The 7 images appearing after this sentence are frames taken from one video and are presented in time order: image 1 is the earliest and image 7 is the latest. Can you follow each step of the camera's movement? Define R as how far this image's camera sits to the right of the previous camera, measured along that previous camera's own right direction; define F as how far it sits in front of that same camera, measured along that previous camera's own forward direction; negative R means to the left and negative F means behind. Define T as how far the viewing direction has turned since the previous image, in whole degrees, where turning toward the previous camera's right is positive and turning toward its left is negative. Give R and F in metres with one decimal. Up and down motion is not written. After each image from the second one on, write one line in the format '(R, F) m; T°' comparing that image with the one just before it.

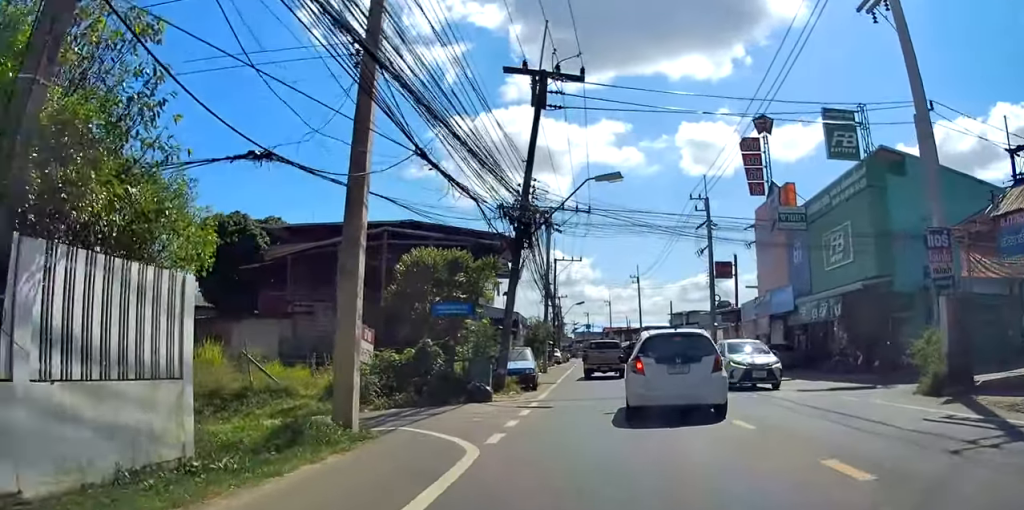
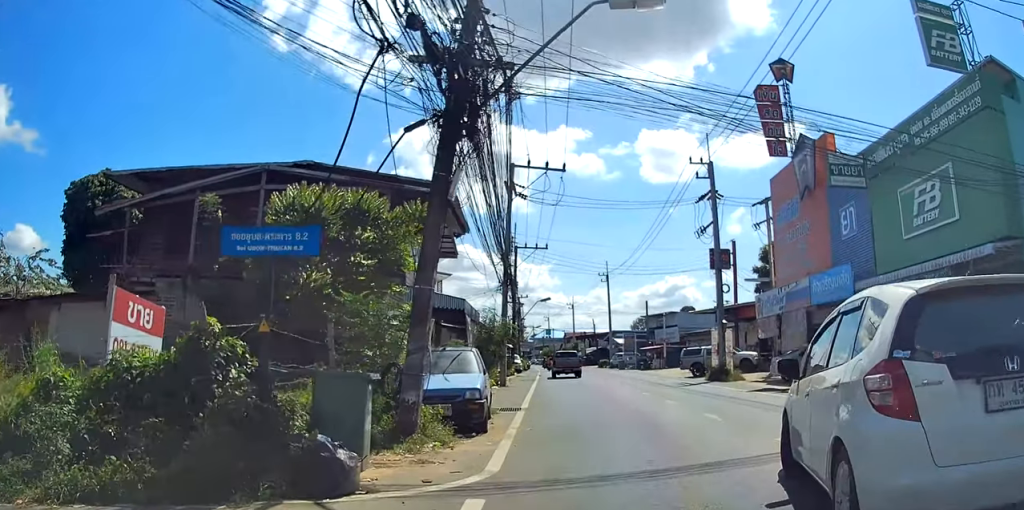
(-1.3, +10.6) m; -3°
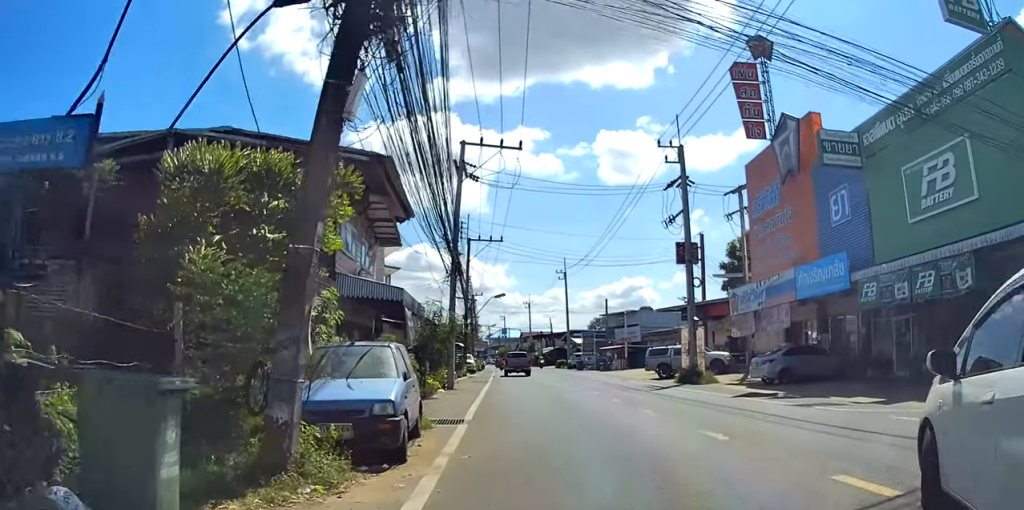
(+0.4, +3.5) m; +6°
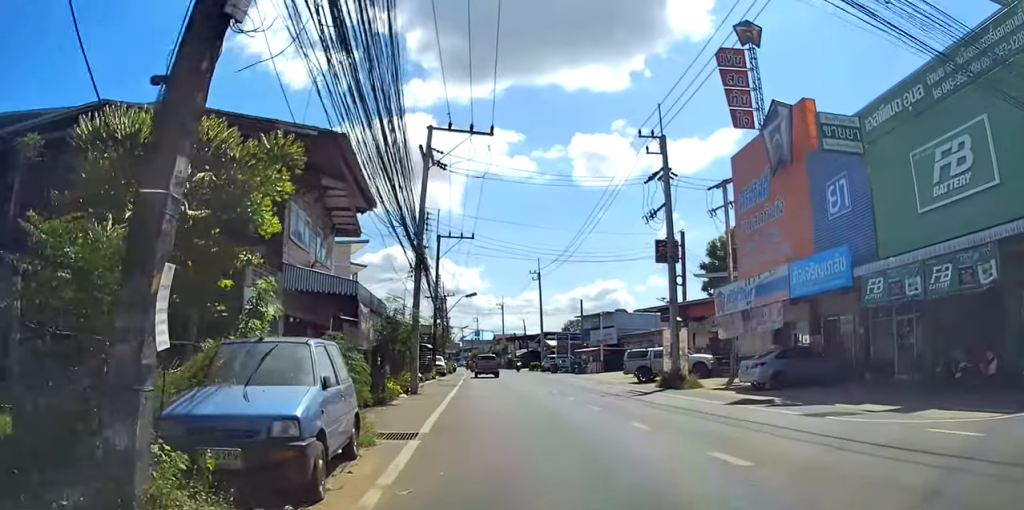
(0.0, +2.3) m; 0°
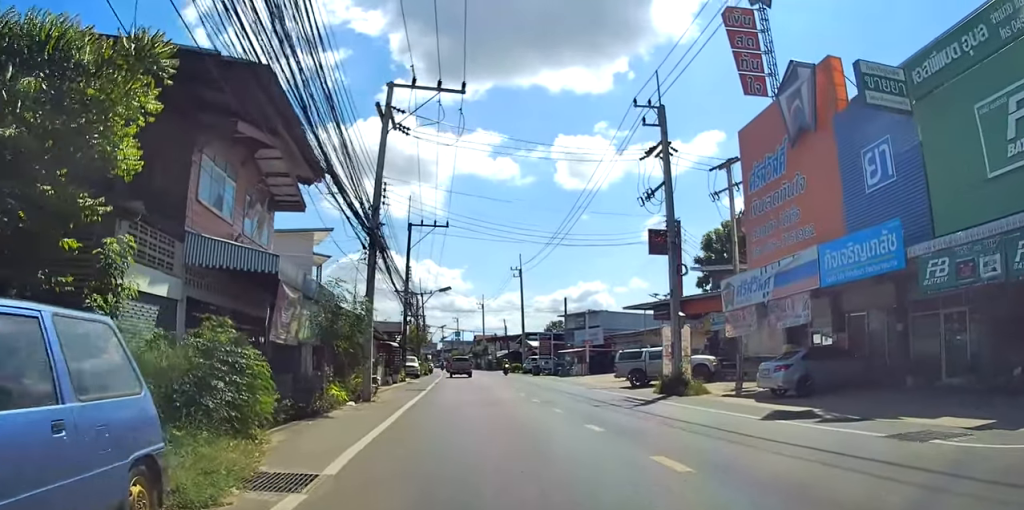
(0.0, +4.4) m; -1°
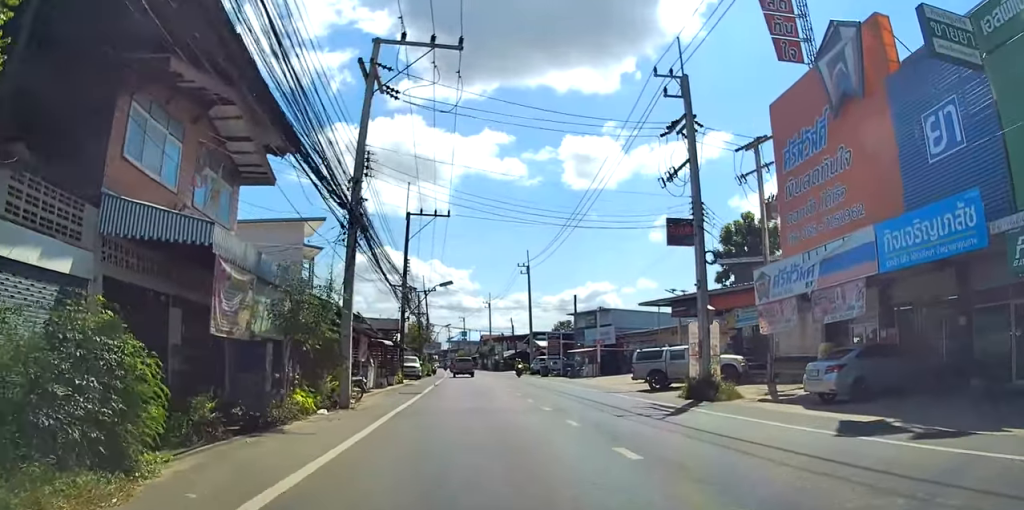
(0.0, +3.2) m; 0°
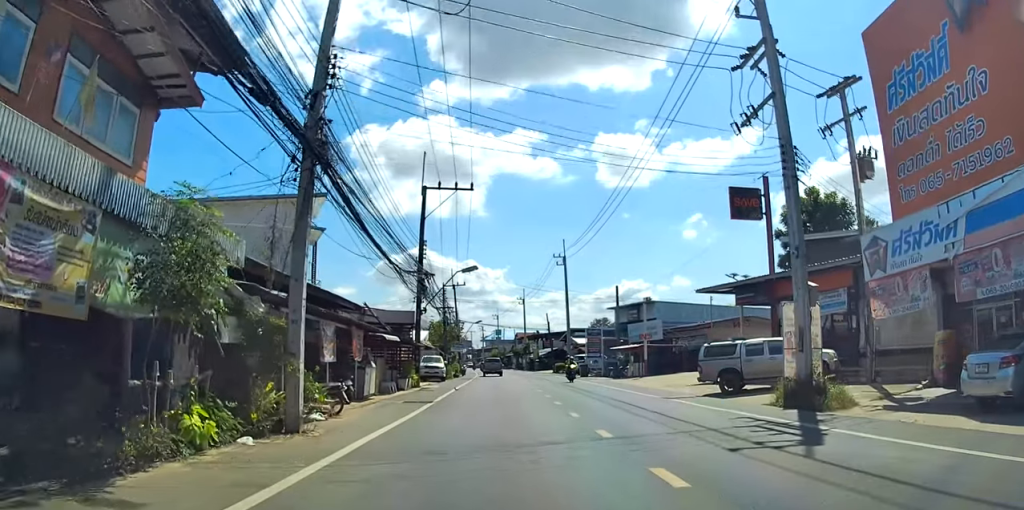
(0.0, +6.3) m; +3°
